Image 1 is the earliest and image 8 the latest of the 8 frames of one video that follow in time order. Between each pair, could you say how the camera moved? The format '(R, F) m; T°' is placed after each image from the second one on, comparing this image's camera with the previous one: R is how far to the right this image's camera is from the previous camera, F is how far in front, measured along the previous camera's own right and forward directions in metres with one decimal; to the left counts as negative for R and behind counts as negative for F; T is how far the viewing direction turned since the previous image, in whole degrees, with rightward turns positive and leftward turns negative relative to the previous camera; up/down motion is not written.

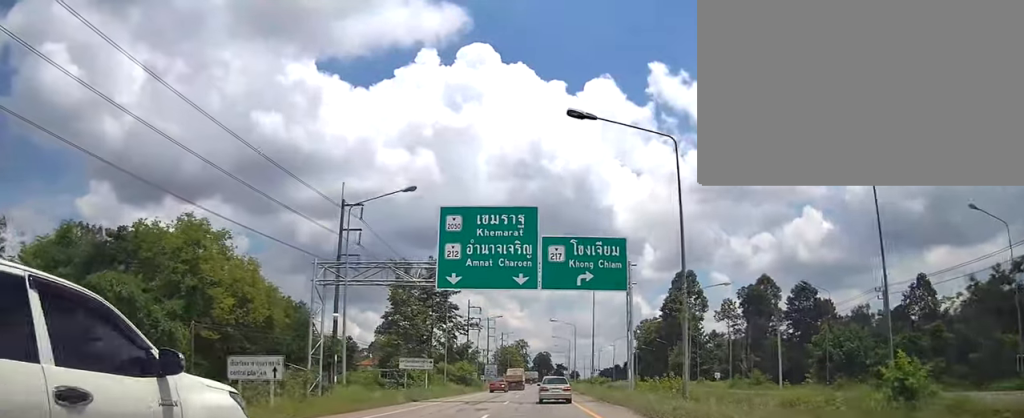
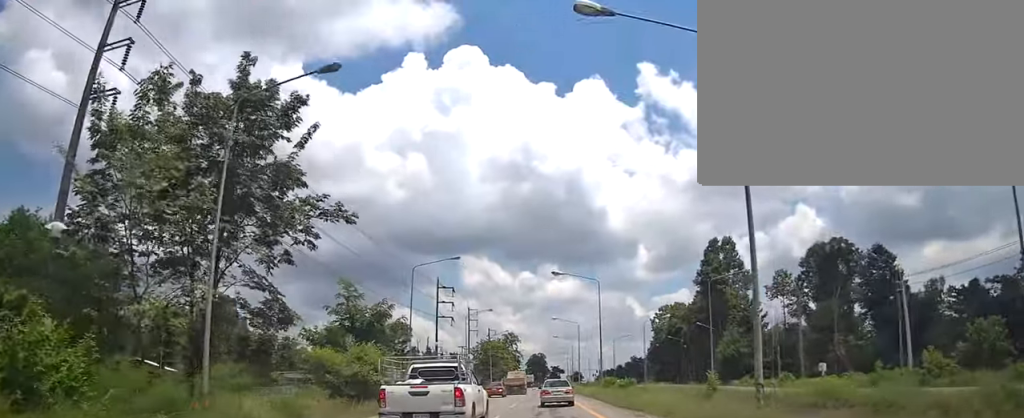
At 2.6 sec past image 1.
(+0.6, +35.6) m; +3°
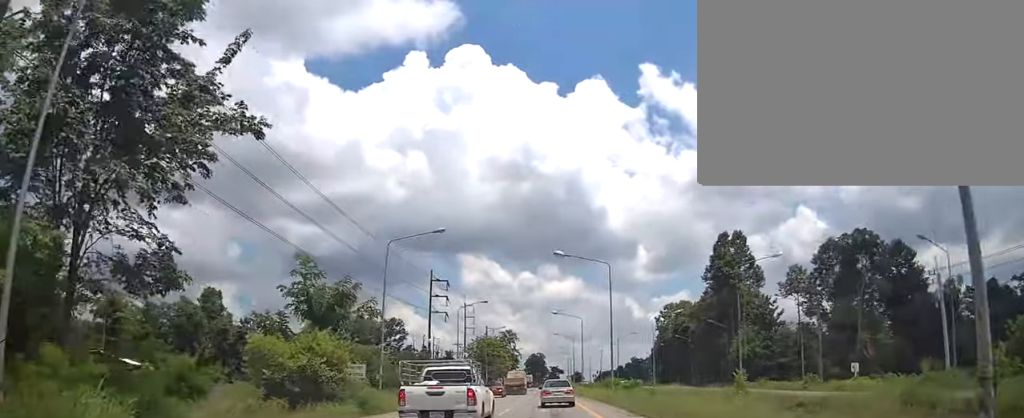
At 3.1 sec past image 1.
(+0.2, +6.2) m; 0°
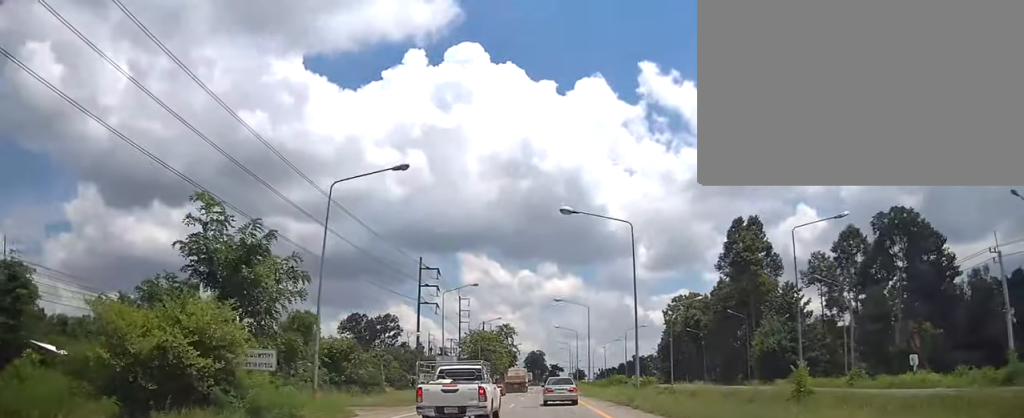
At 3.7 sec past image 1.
(-0.2, +8.6) m; -1°
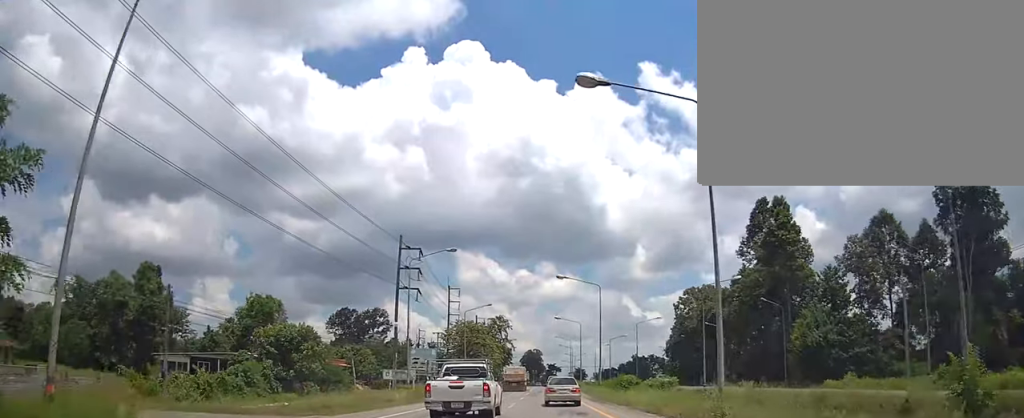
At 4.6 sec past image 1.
(-0.2, +12.2) m; -1°
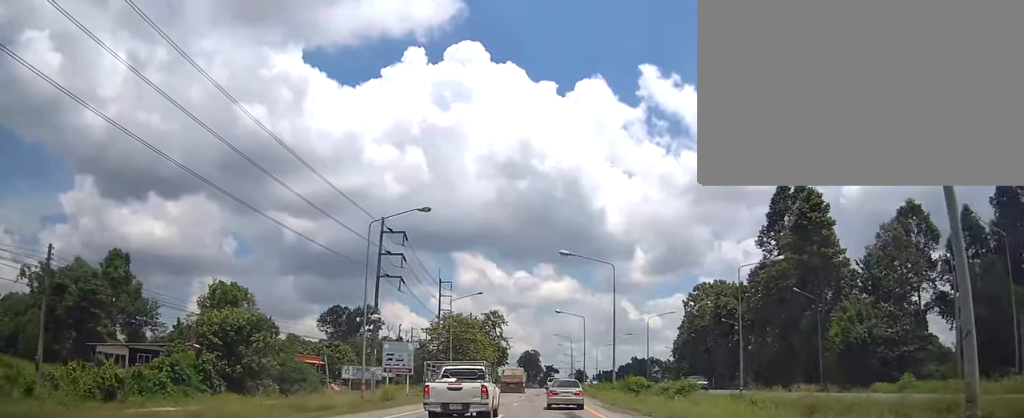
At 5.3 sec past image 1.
(0.0, +8.8) m; 0°
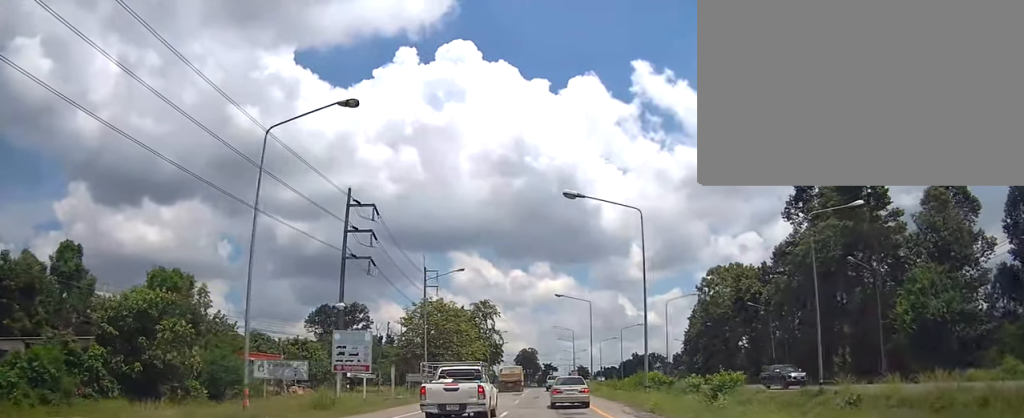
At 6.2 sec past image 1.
(+0.2, +11.2) m; 0°
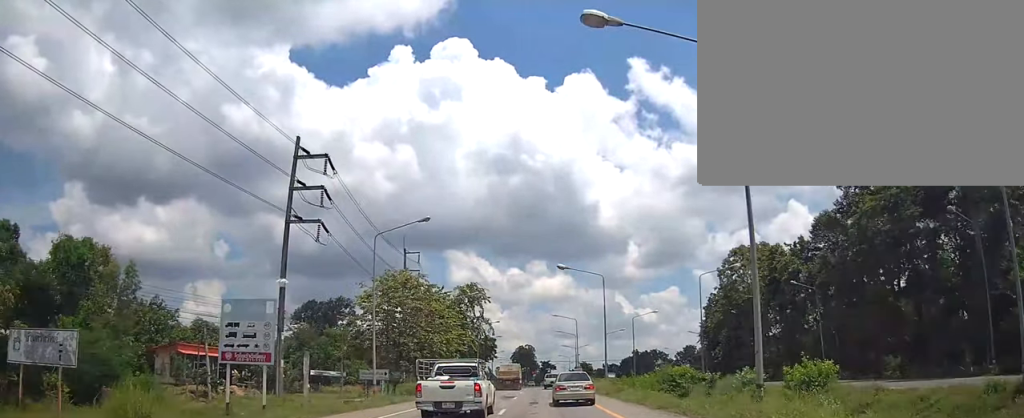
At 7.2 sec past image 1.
(-0.3, +13.2) m; +1°
